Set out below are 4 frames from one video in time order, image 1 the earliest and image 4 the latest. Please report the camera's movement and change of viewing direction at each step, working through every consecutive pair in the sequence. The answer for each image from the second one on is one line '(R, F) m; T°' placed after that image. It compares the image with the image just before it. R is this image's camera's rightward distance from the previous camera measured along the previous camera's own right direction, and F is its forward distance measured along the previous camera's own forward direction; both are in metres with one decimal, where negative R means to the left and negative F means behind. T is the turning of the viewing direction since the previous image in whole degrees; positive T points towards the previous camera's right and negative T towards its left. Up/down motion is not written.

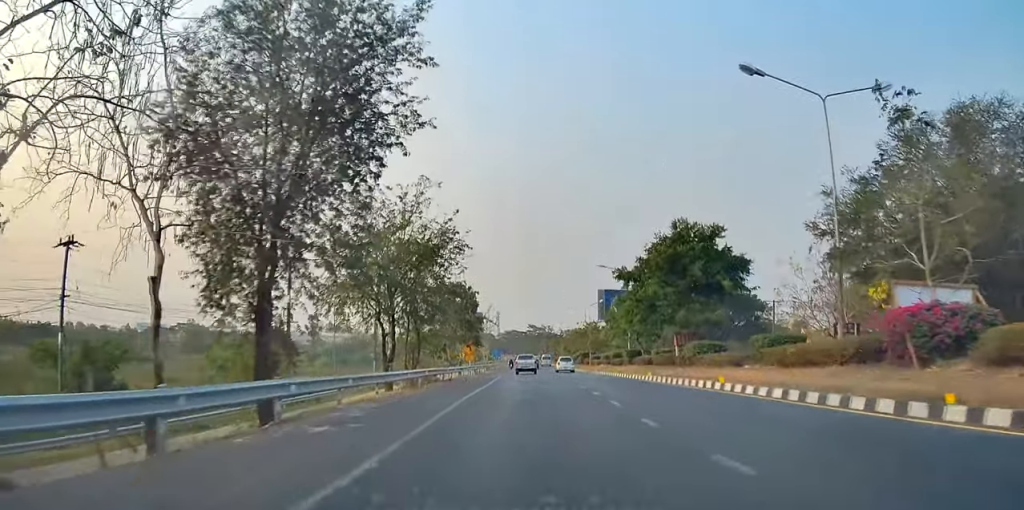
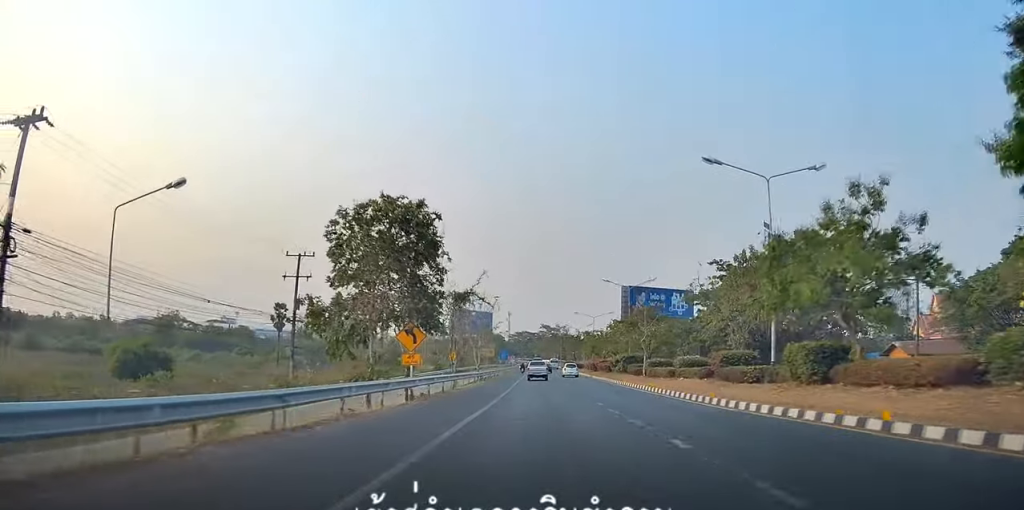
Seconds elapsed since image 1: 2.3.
(0.0, +33.2) m; +2°
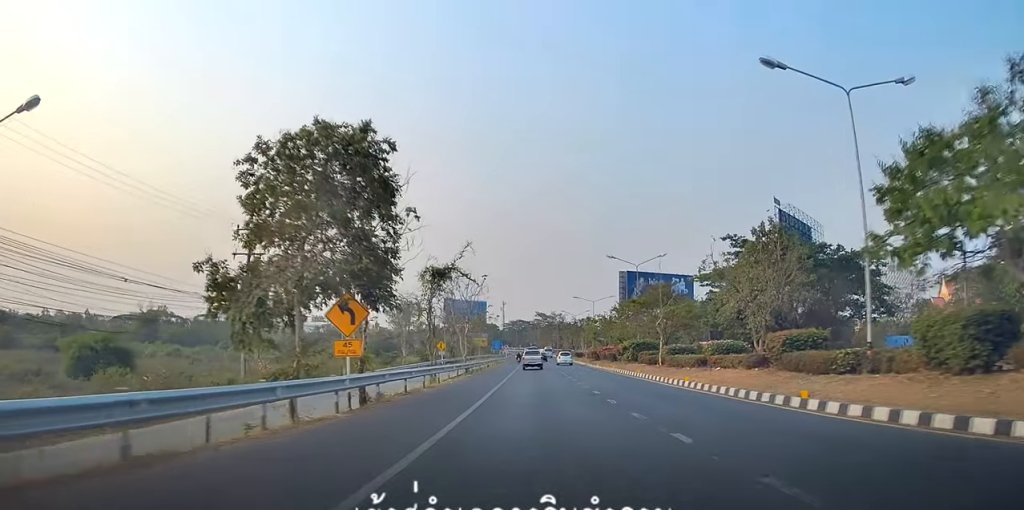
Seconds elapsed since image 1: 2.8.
(0.0, +8.0) m; +1°
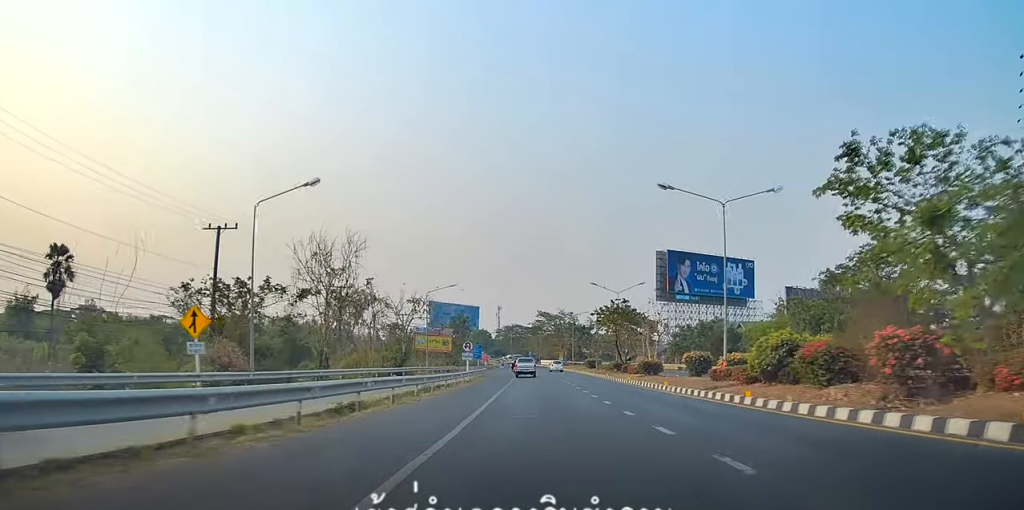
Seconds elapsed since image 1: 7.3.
(-2.5, +67.0) m; -1°
